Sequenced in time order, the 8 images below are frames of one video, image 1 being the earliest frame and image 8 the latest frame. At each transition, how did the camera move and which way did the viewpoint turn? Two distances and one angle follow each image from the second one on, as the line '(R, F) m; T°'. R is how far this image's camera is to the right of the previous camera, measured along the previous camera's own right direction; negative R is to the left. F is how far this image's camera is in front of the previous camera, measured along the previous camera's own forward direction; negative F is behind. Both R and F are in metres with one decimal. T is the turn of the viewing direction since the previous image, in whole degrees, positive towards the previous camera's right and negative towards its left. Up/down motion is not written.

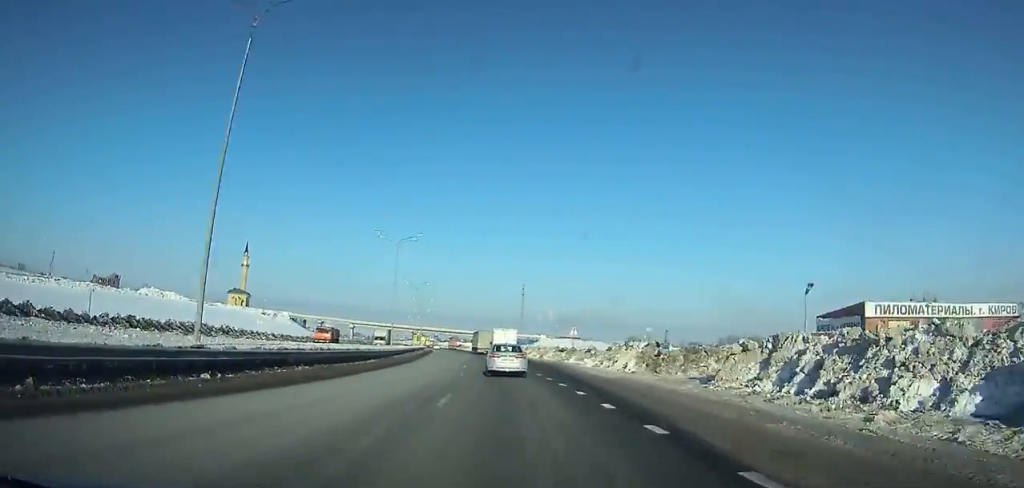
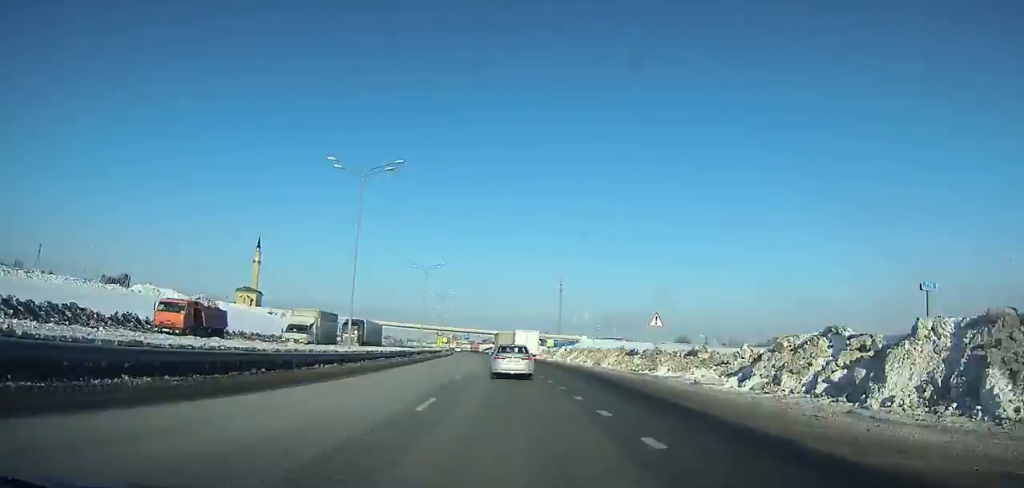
(-0.8, +25.9) m; -2°
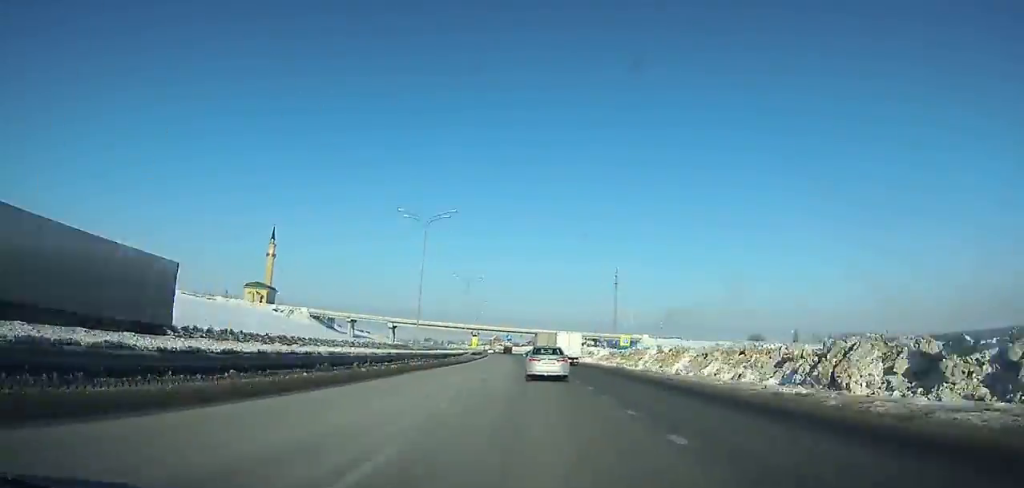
(-0.8, +32.1) m; -2°
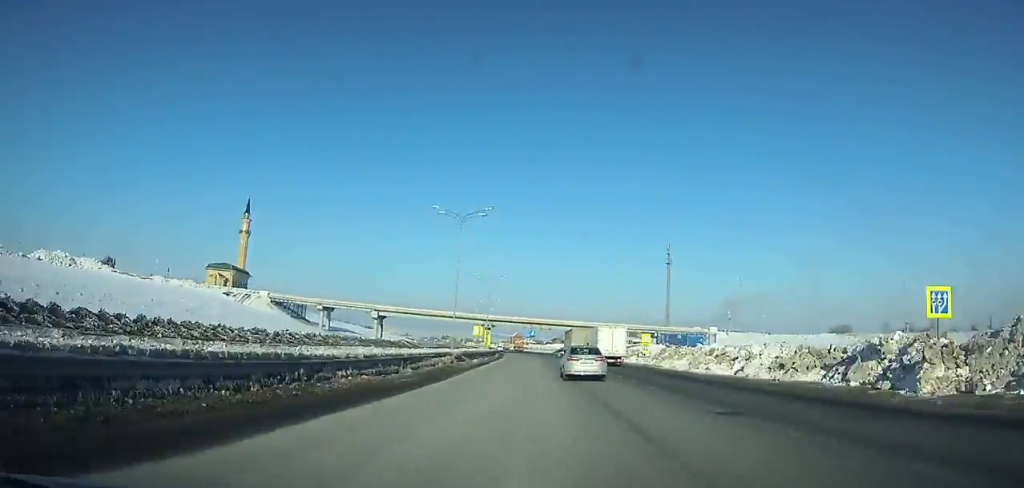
(-1.4, +44.4) m; -2°
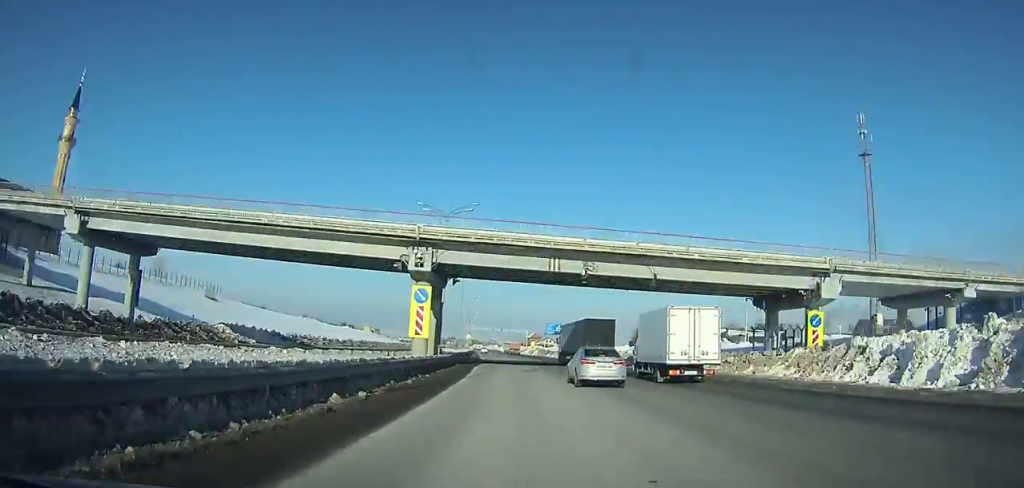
(-1.7, +90.5) m; -3°
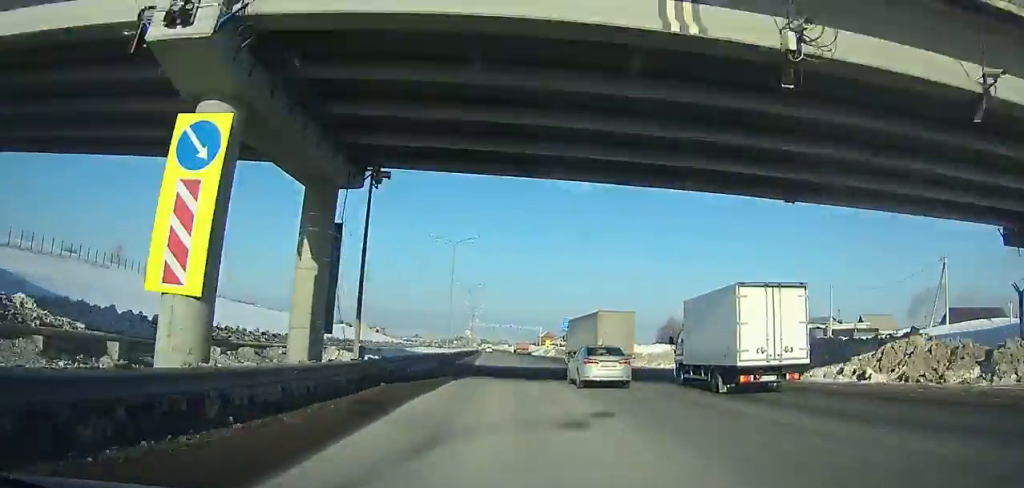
(0.0, +24.8) m; -1°
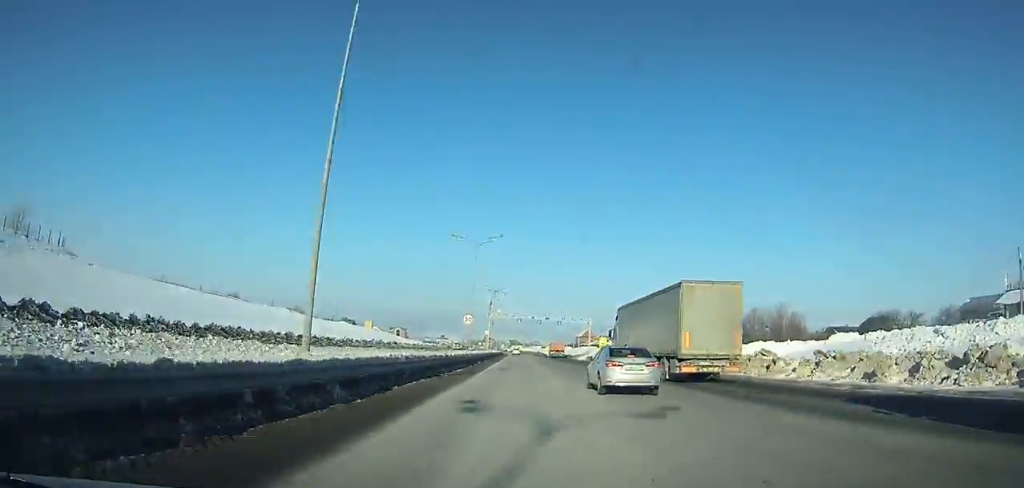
(-1.2, +44.7) m; -2°
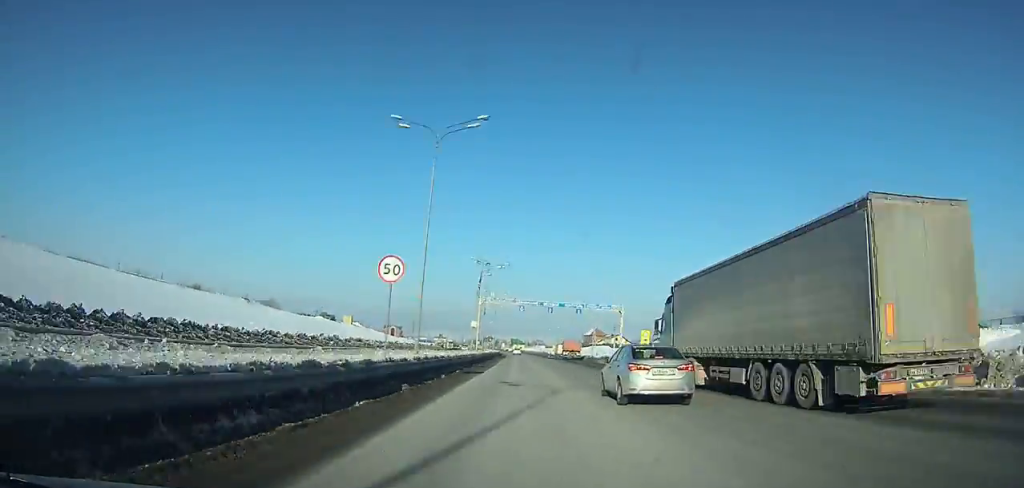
(-0.3, +28.2) m; -1°
